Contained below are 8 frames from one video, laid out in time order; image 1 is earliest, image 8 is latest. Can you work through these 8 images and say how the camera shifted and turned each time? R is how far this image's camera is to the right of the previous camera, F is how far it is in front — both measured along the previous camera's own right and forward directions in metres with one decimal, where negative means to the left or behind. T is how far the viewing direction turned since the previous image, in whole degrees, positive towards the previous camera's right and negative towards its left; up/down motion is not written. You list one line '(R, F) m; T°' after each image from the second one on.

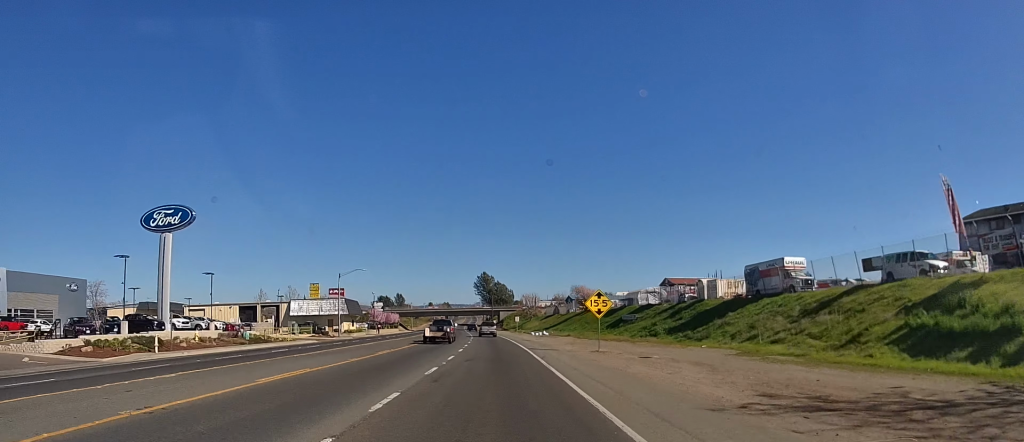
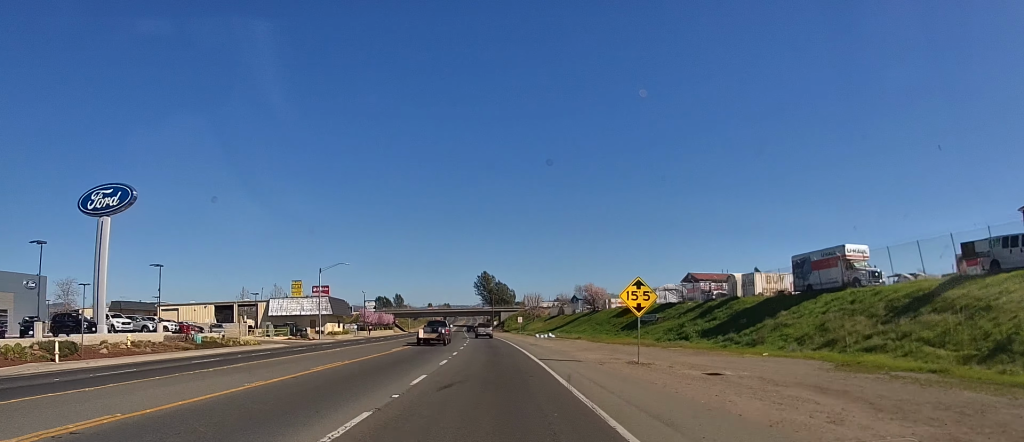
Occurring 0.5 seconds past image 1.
(-0.1, +9.8) m; -1°
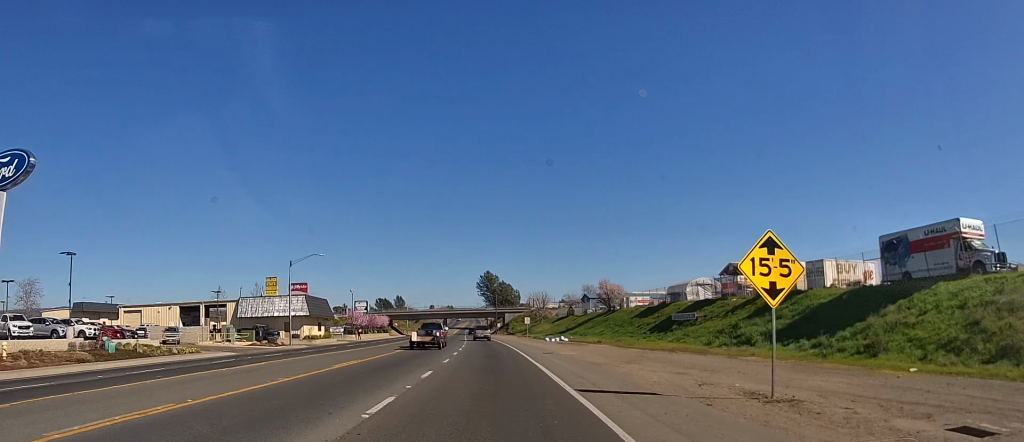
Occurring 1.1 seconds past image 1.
(-0.2, +12.2) m; -1°
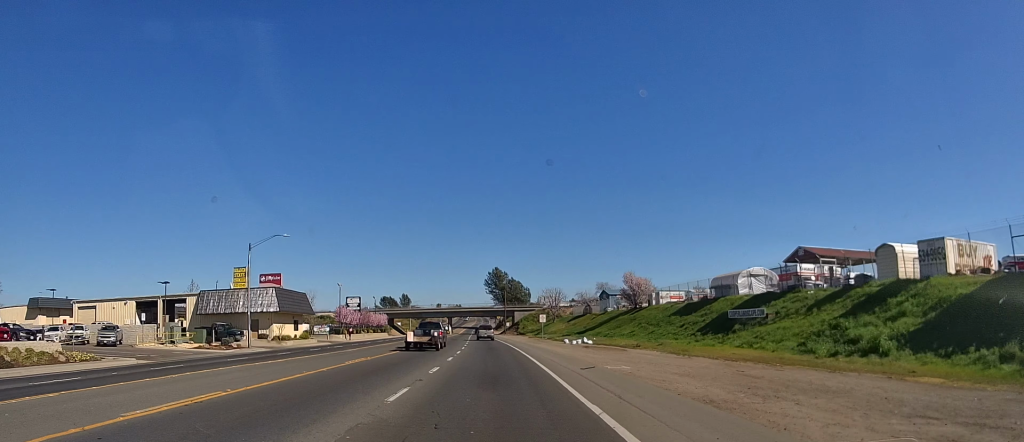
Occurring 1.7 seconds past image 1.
(-0.1, +13.2) m; -1°
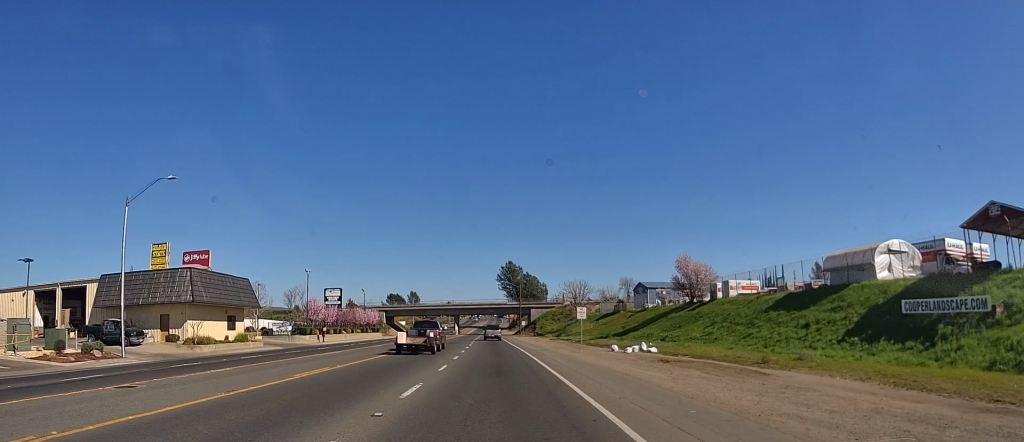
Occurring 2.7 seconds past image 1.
(-0.2, +20.7) m; -1°
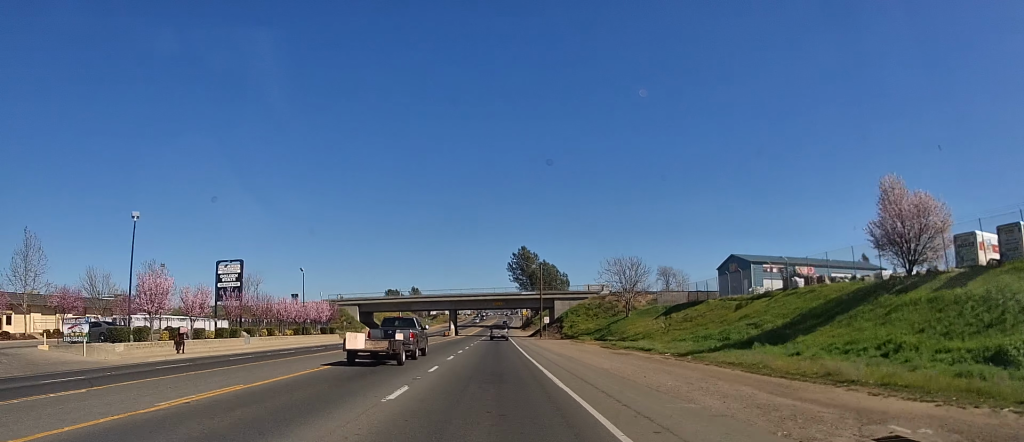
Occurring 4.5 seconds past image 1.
(-0.1, +37.0) m; -1°
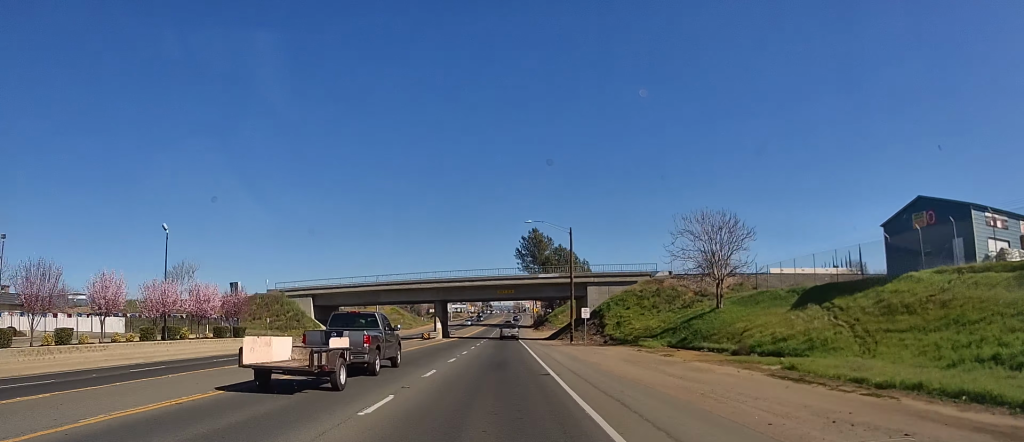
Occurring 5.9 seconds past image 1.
(-1.0, +31.0) m; -1°
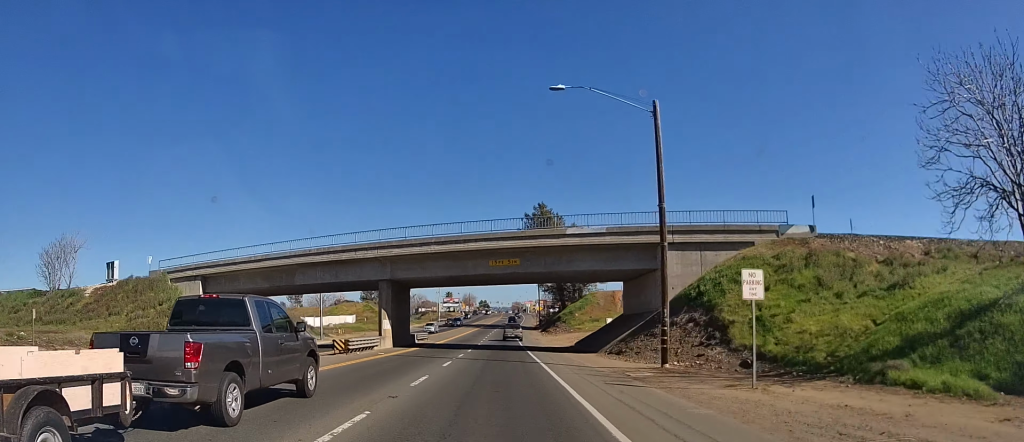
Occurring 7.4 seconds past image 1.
(+0.7, +31.5) m; 0°
